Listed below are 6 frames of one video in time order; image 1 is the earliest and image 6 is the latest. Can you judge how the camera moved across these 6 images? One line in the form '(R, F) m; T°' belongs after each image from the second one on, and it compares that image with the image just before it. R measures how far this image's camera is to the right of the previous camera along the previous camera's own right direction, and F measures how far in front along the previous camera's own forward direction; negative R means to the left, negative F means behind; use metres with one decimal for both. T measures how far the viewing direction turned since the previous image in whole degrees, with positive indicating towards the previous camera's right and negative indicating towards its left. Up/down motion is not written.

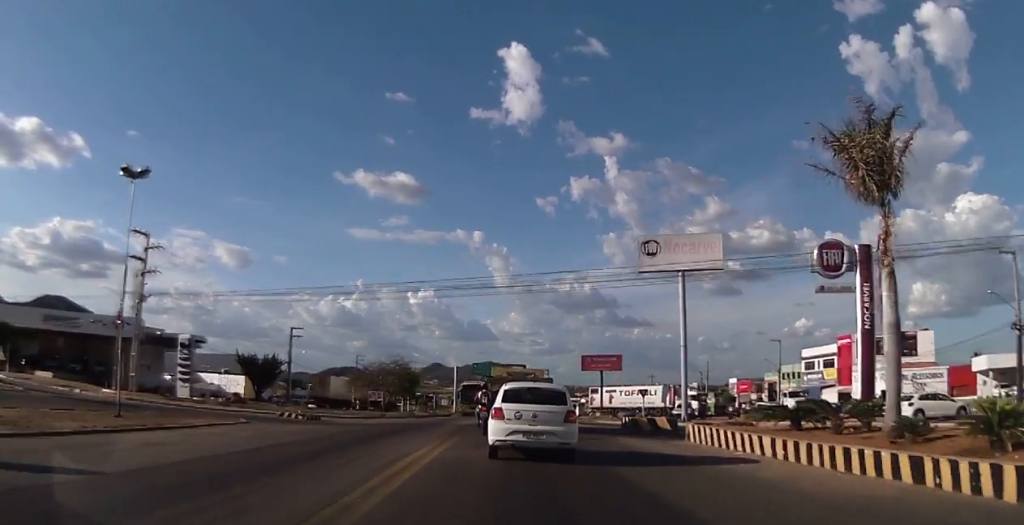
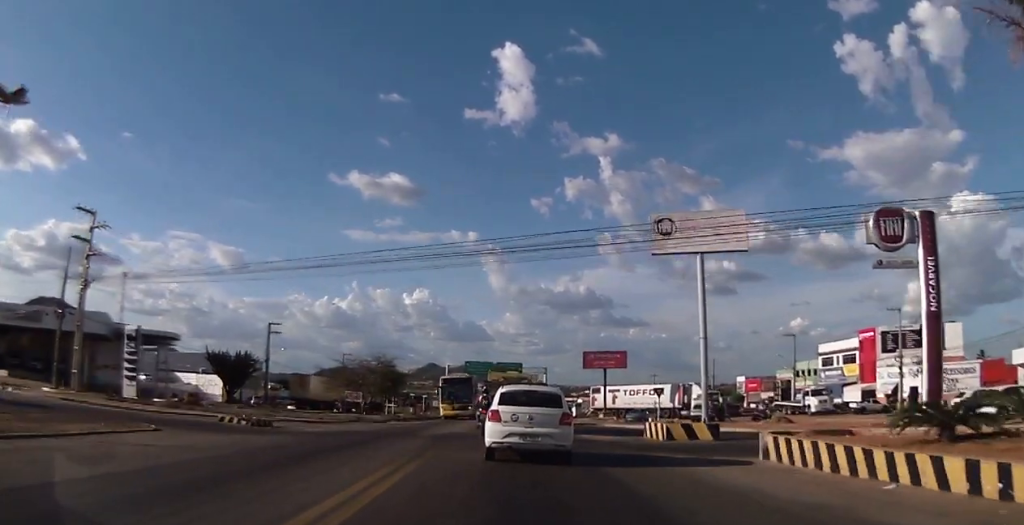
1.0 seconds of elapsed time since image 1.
(+0.4, +7.0) m; +2°
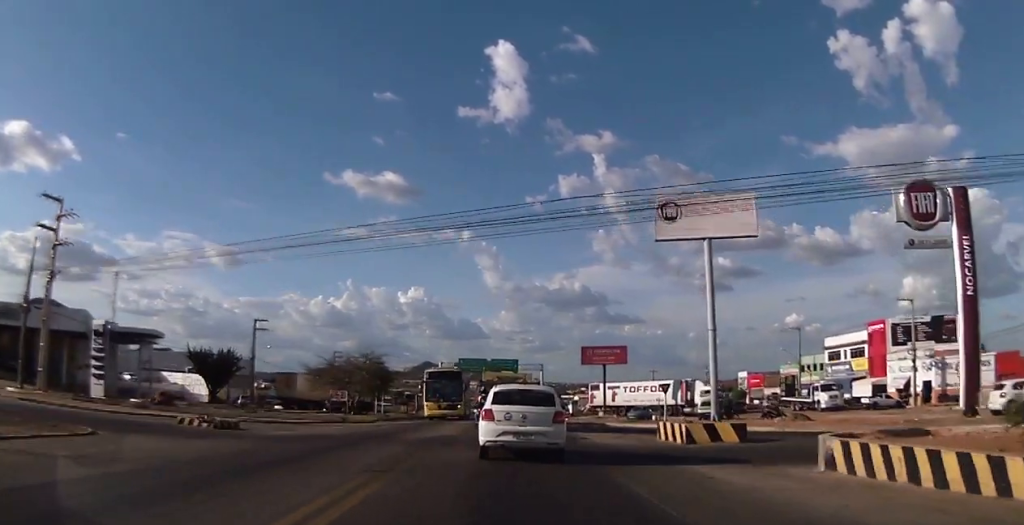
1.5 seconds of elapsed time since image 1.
(0.0, +3.3) m; -1°
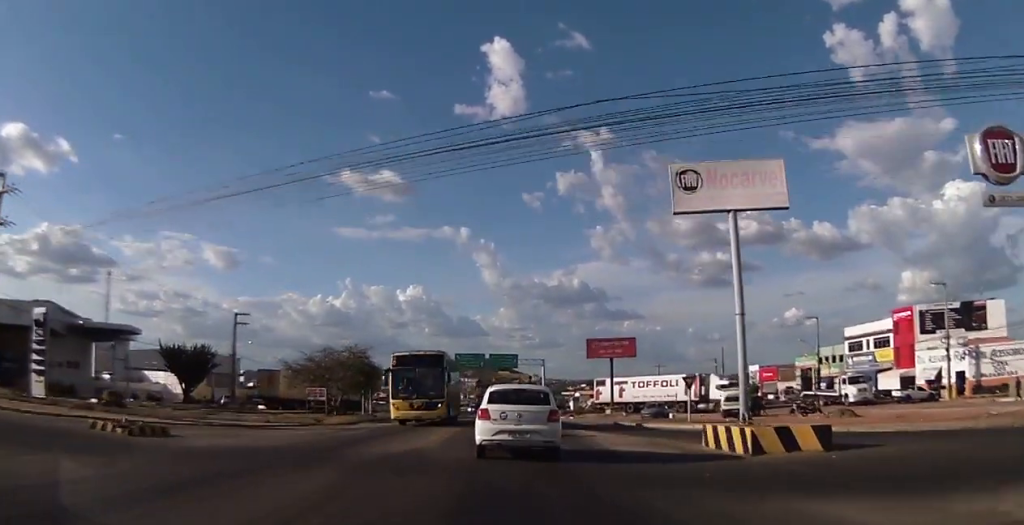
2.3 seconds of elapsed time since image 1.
(-0.3, +5.8) m; -3°
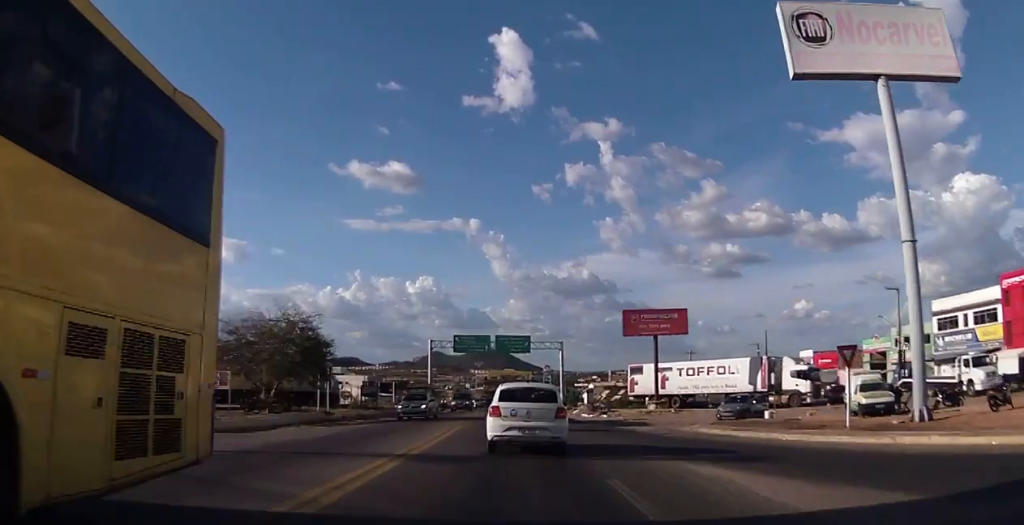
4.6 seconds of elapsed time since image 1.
(+0.2, +17.5) m; +2°
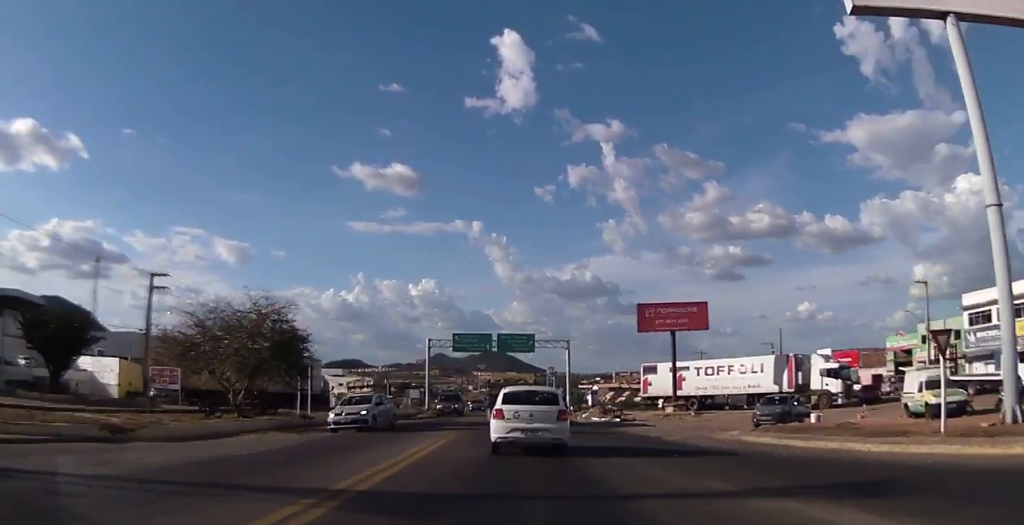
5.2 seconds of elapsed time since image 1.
(0.0, +4.8) m; +1°
